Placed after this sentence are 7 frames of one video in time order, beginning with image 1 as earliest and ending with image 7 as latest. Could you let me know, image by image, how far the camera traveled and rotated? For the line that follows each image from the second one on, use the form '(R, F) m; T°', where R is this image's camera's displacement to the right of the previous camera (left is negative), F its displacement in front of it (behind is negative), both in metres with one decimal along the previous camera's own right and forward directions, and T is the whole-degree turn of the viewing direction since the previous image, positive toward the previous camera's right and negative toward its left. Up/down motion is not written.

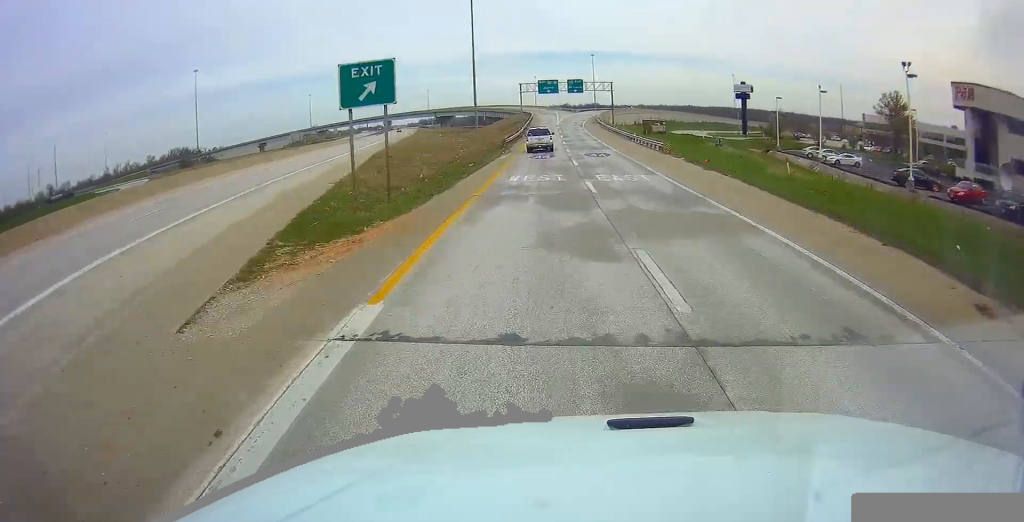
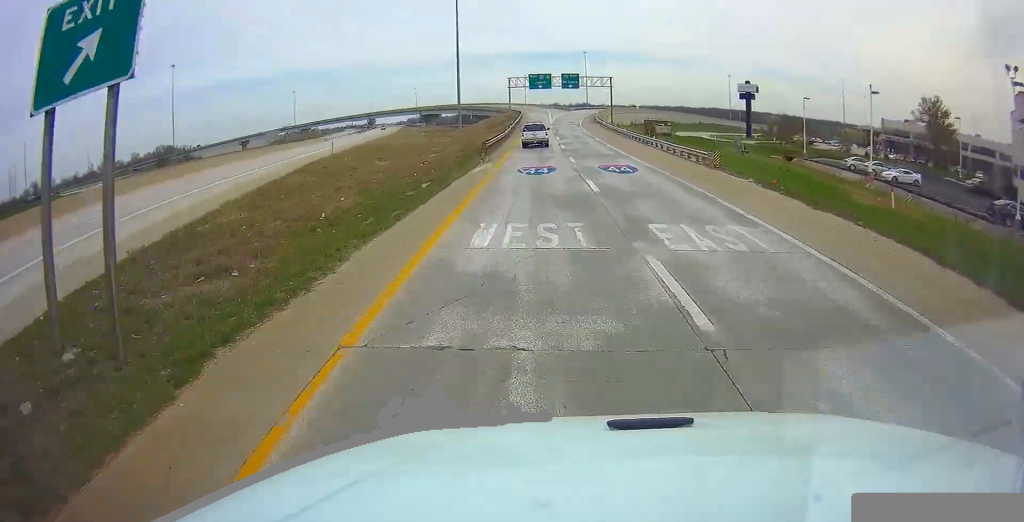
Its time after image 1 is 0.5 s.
(+0.2, +13.0) m; +1°
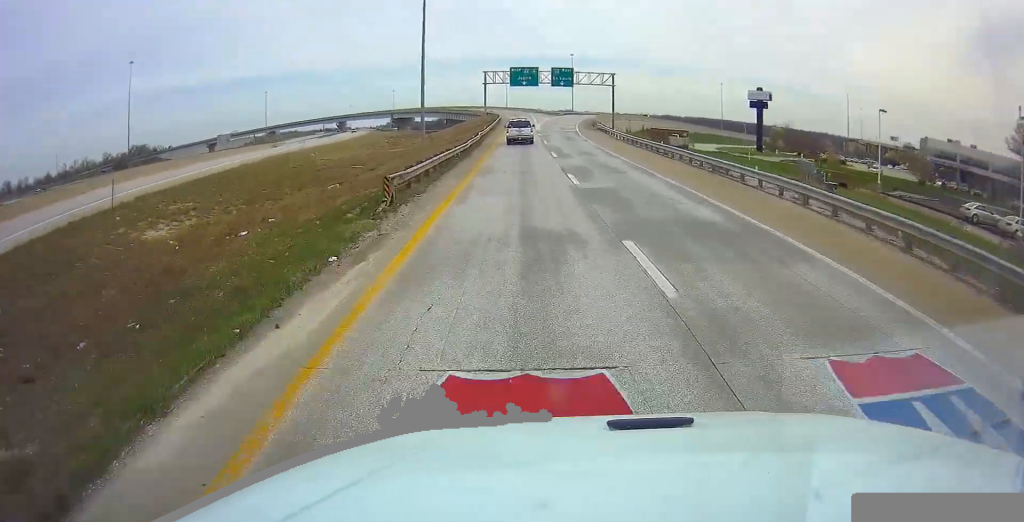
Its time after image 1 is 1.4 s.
(+0.1, +22.9) m; -1°
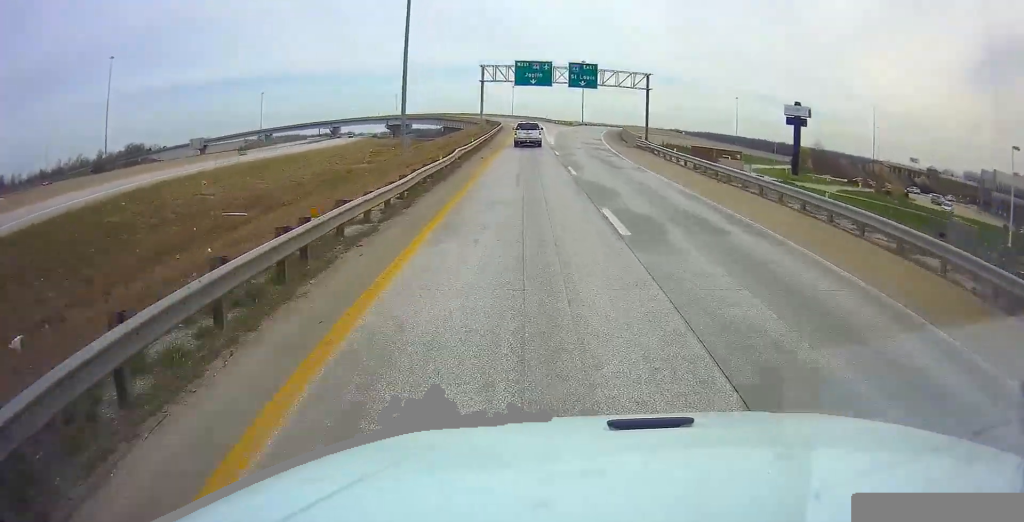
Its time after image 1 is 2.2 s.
(-0.3, +20.0) m; 0°
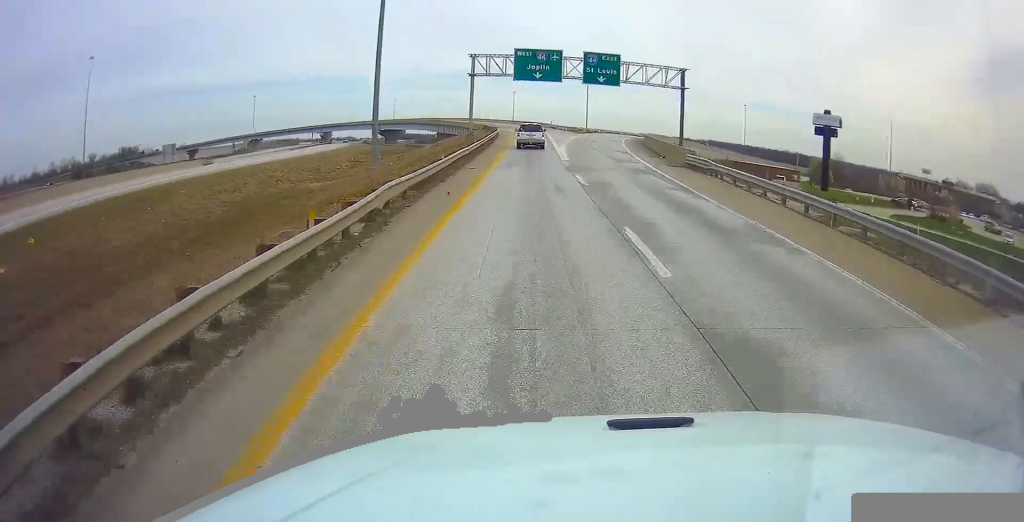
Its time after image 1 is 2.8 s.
(-0.2, +14.8) m; 0°
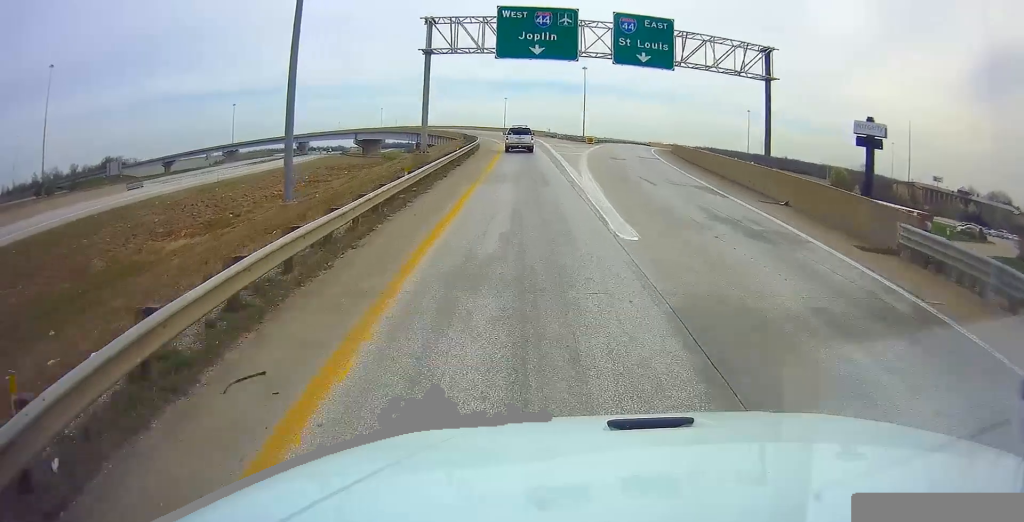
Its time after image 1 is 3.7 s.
(+0.6, +21.0) m; 0°
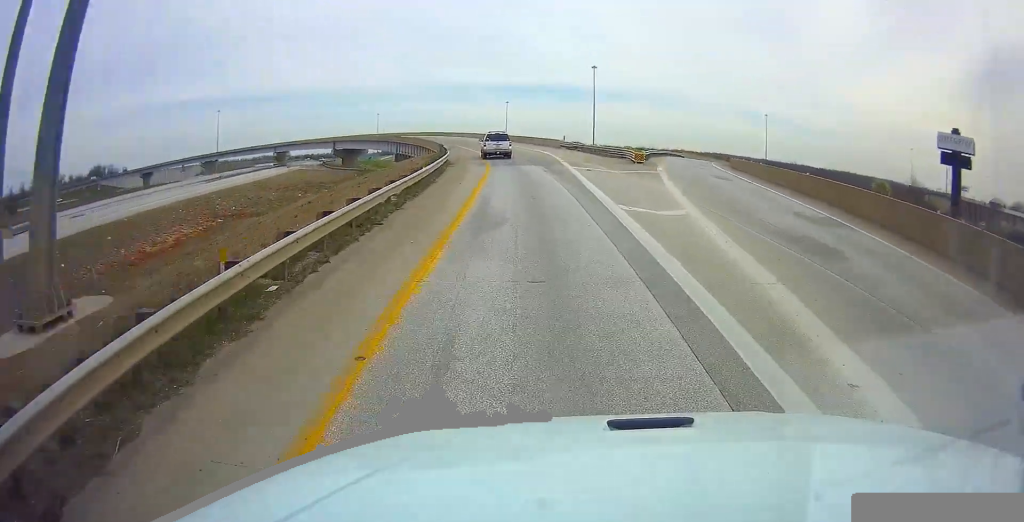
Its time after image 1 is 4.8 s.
(-0.8, +25.9) m; -4°
